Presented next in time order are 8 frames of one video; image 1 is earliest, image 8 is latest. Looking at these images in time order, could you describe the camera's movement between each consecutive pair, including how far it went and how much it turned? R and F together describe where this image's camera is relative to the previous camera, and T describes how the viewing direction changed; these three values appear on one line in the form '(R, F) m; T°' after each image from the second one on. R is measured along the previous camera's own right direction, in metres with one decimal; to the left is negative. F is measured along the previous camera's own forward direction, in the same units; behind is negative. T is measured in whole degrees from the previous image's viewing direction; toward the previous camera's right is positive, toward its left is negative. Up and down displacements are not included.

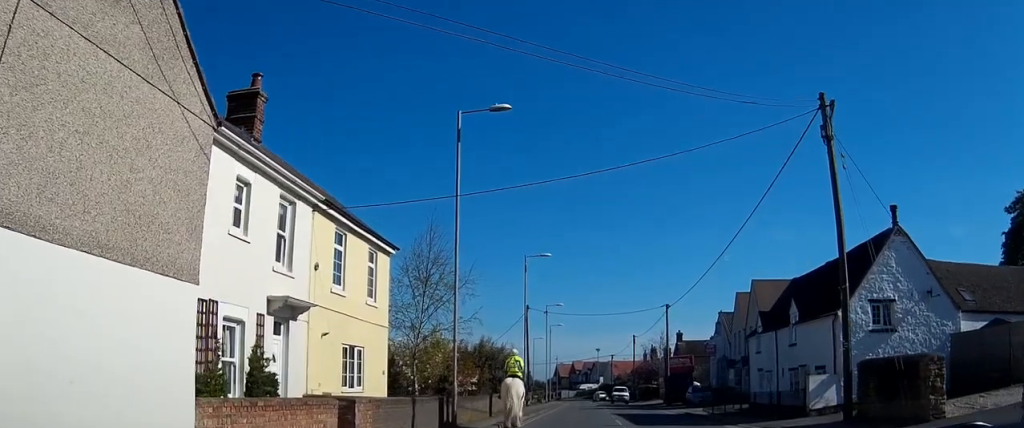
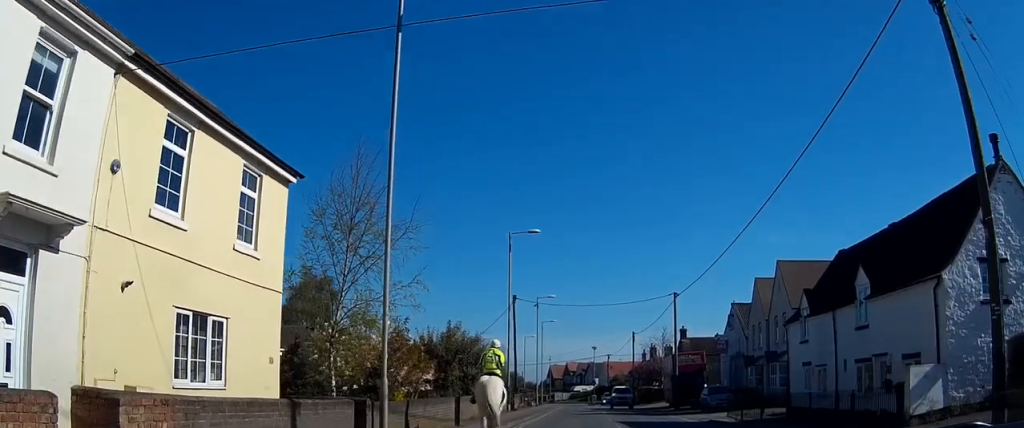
(-0.5, +8.2) m; -3°
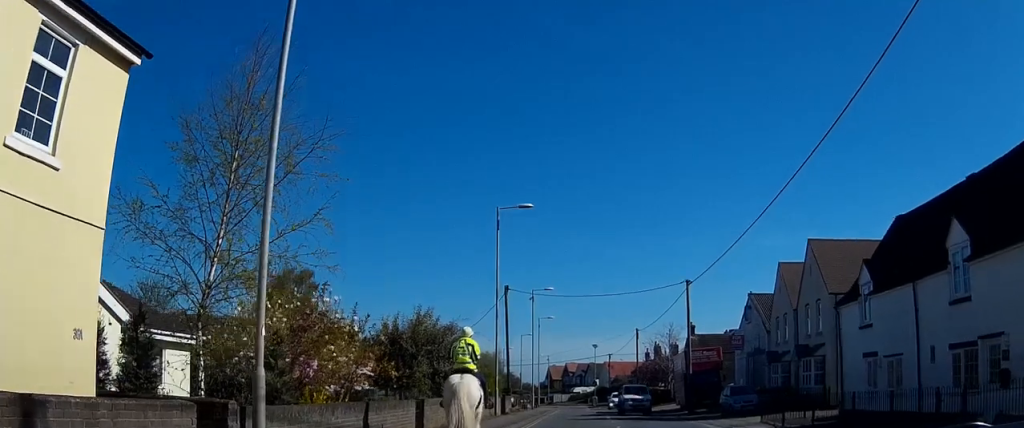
(+0.6, +6.3) m; +1°
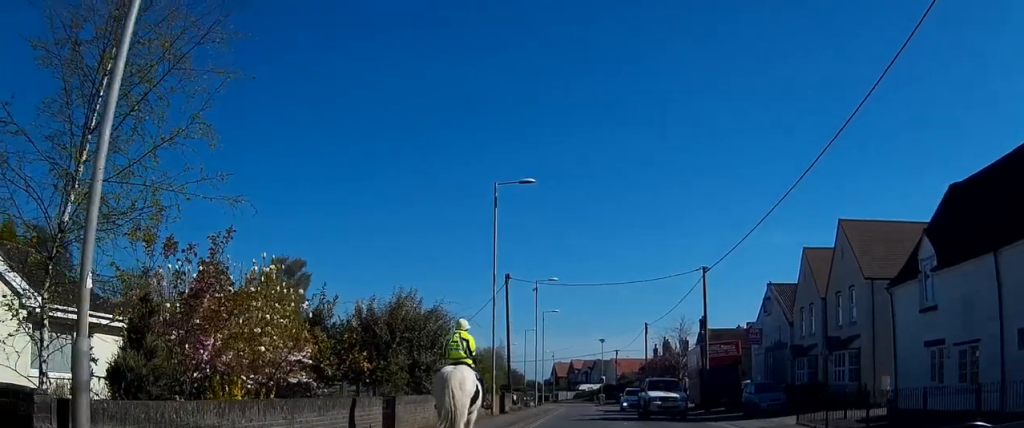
(-0.5, +4.7) m; -6°
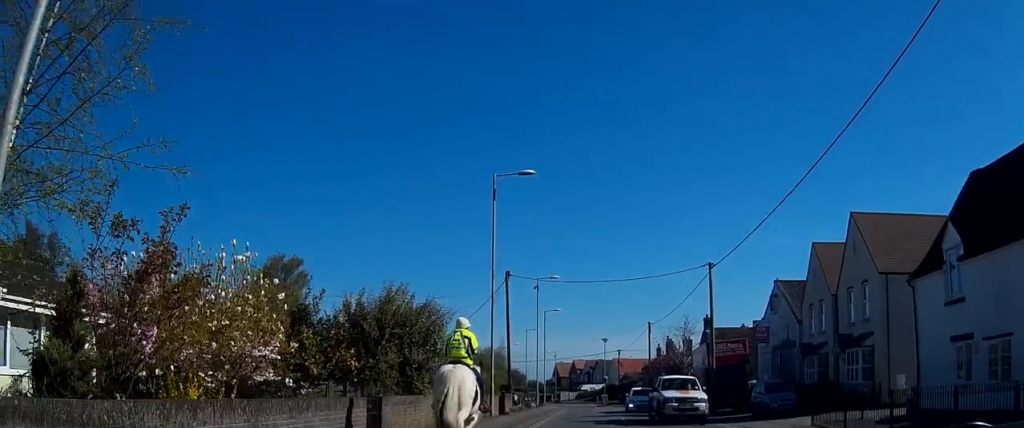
(+0.1, +1.6) m; 0°
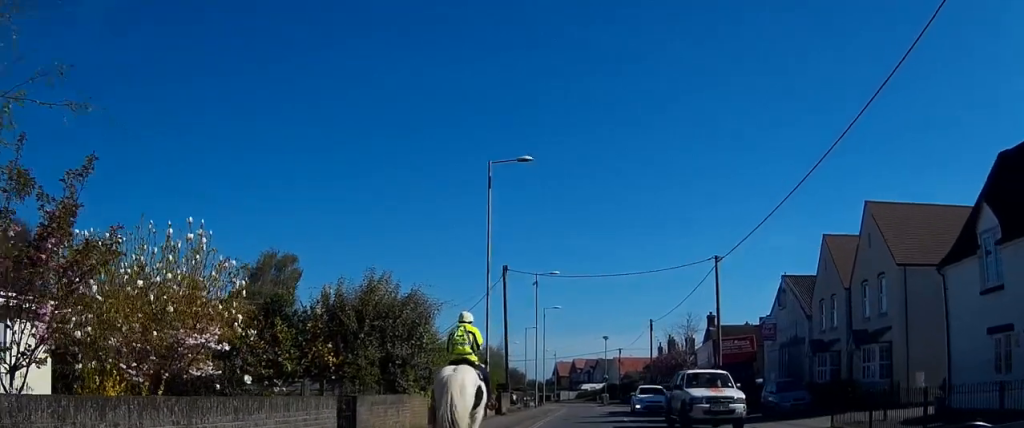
(0.0, +2.1) m; -2°
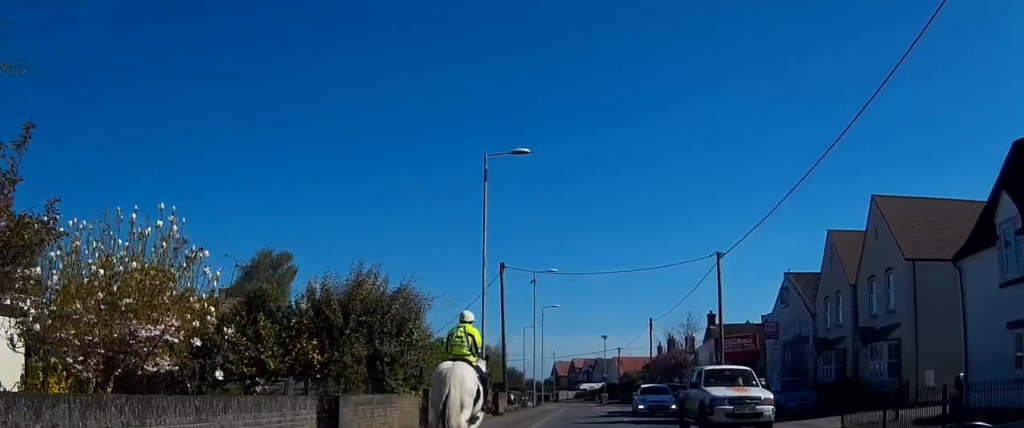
(0.0, +1.2) m; -2°
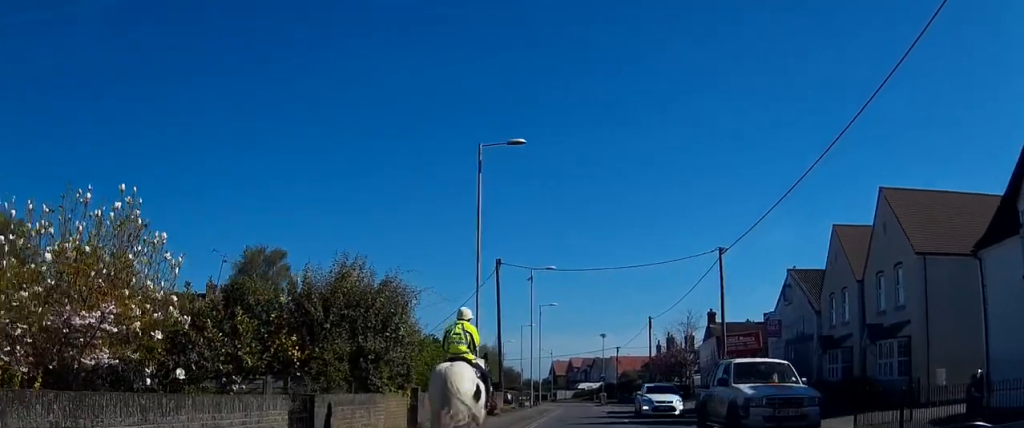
(0.0, +1.3) m; +1°
